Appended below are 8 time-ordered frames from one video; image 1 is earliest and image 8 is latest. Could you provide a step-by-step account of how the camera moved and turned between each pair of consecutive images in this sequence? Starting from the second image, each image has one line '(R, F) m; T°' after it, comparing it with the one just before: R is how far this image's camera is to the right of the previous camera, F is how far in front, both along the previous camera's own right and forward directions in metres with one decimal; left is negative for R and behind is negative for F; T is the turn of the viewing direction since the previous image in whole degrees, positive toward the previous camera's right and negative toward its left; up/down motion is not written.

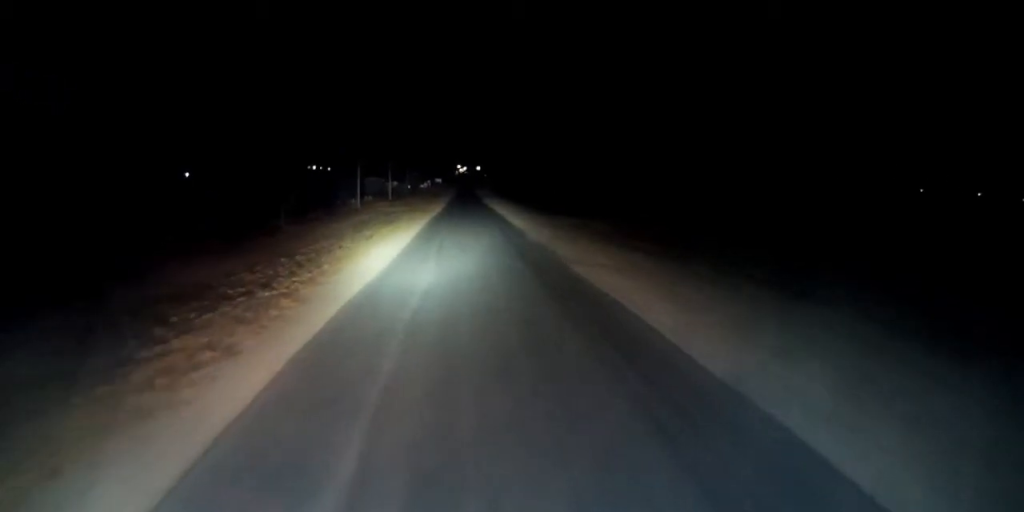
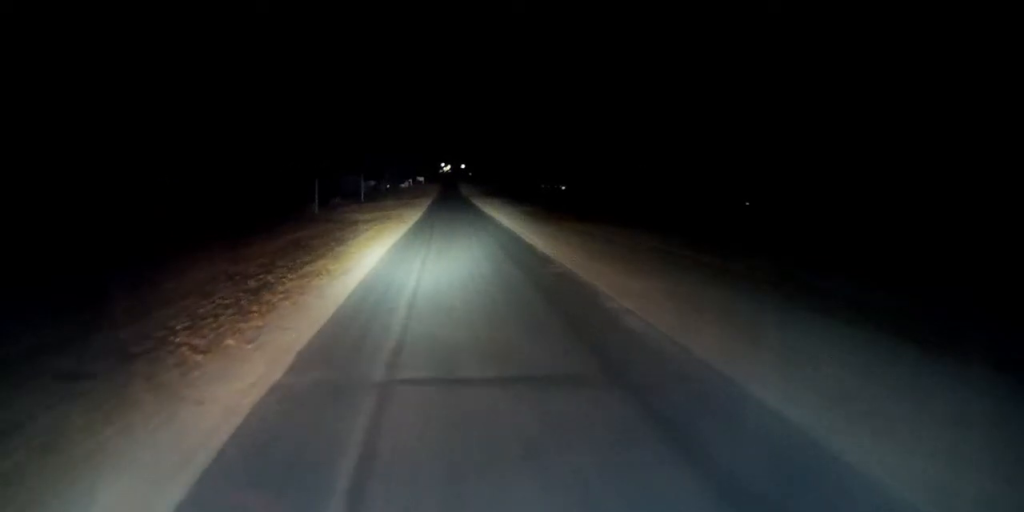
(-0.2, +25.9) m; +1°
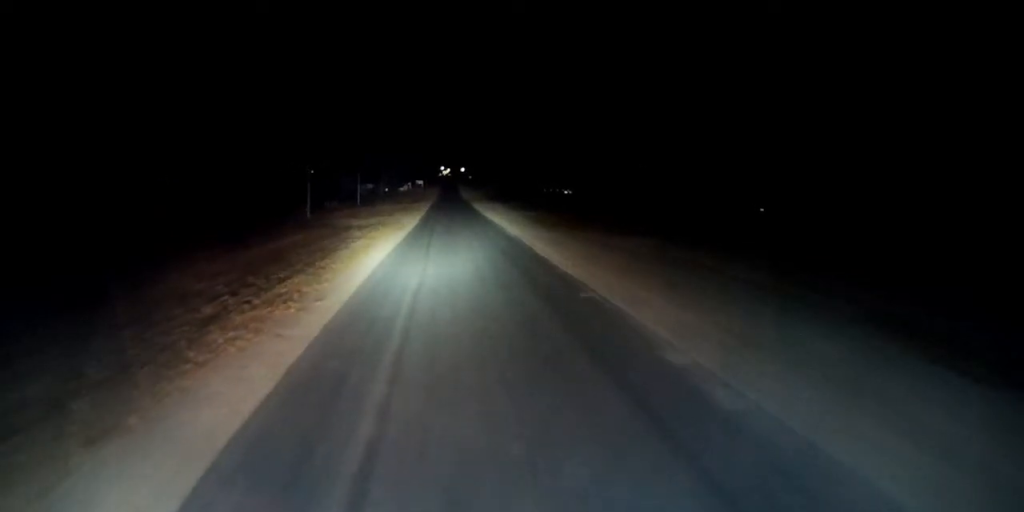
(+0.1, +5.3) m; +1°
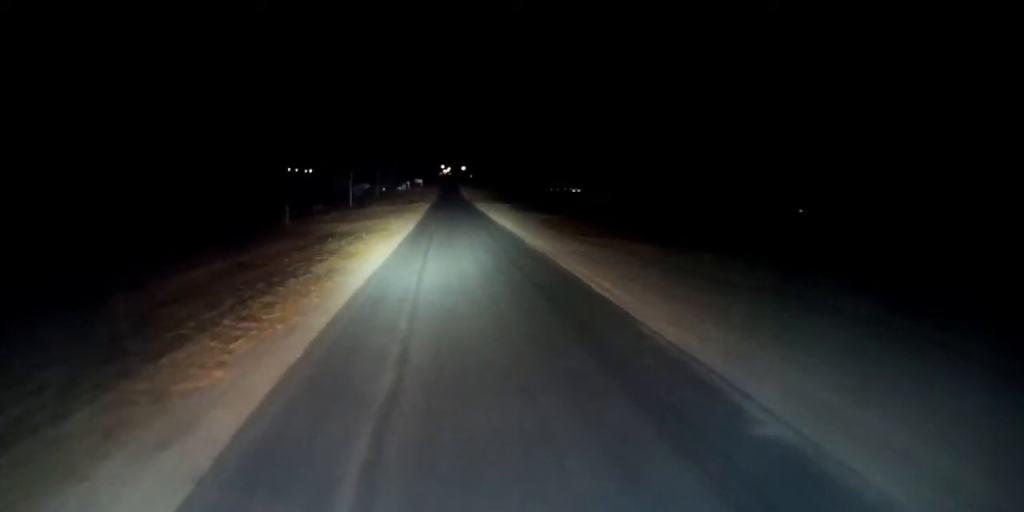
(+0.2, +12.1) m; +1°
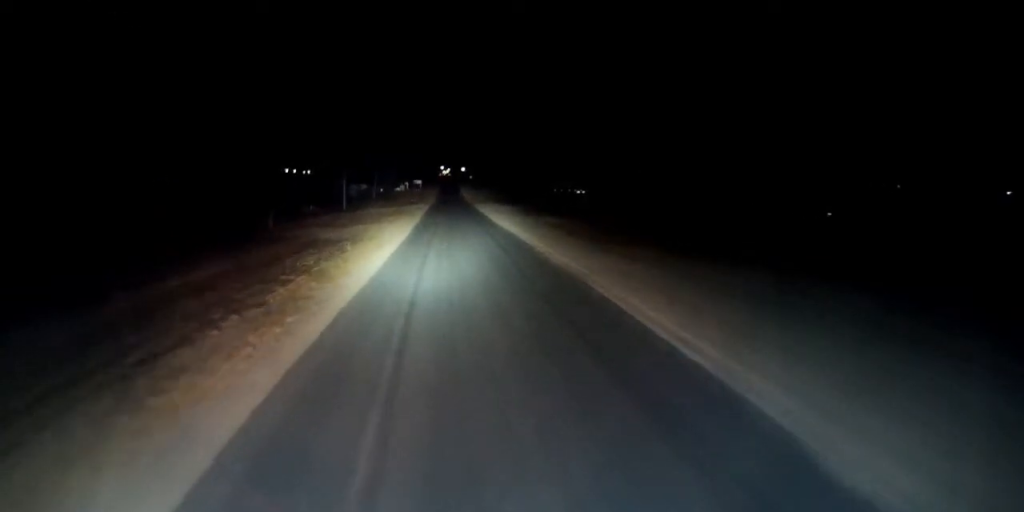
(0.0, +7.6) m; -1°
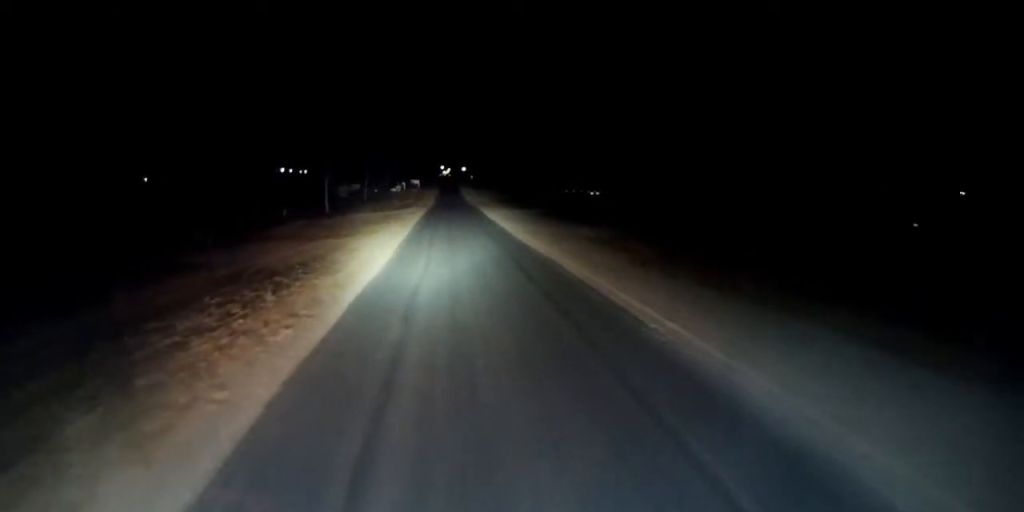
(-0.3, +17.9) m; -1°
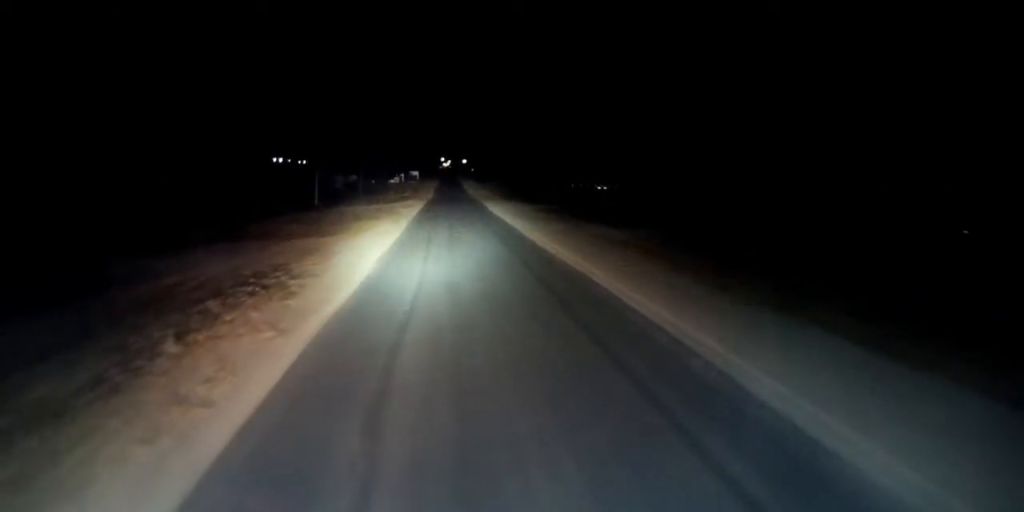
(0.0, +8.4) m; 0°
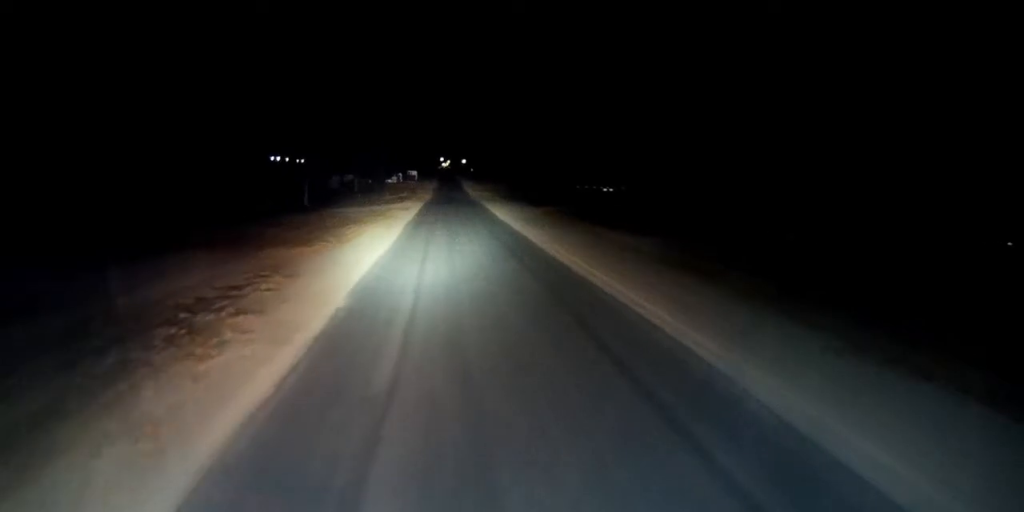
(0.0, +6.7) m; +1°
